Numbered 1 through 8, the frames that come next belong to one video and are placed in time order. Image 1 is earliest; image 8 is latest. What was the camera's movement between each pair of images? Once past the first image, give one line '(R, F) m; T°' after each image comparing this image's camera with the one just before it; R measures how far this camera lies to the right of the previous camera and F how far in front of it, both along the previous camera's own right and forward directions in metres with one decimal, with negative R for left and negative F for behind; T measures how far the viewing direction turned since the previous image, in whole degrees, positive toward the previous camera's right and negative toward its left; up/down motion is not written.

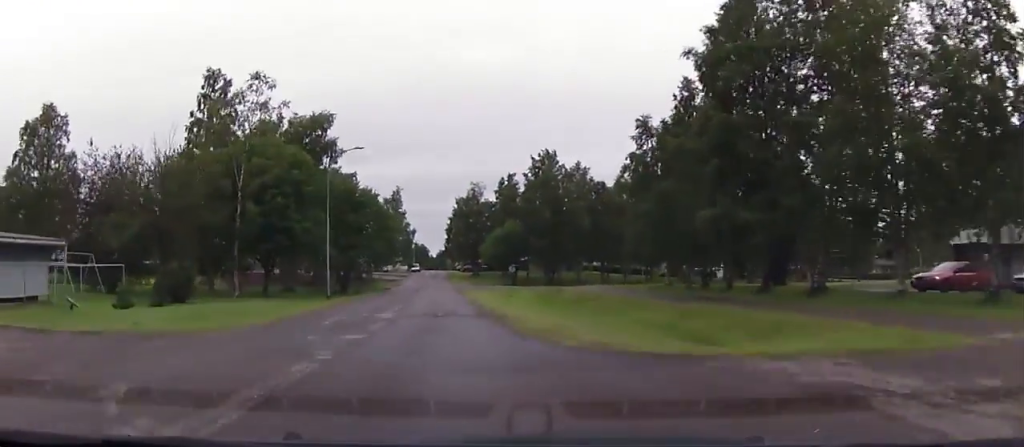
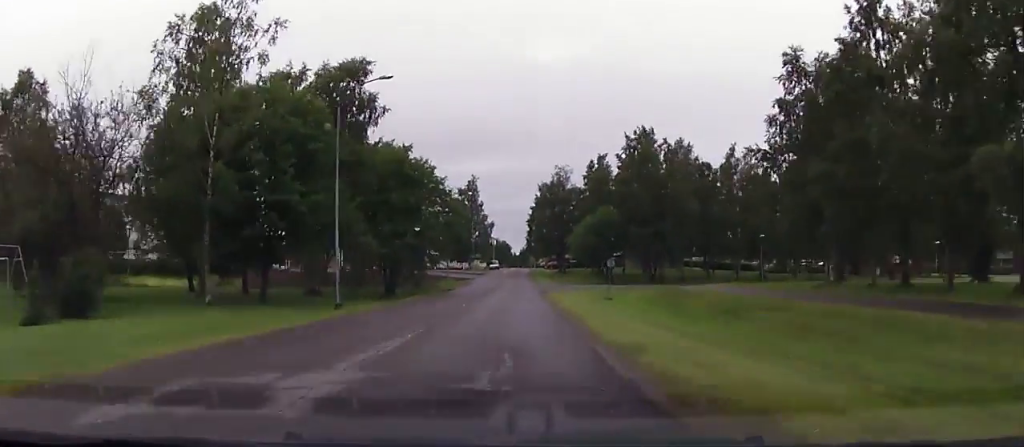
(-1.7, +15.4) m; -13°
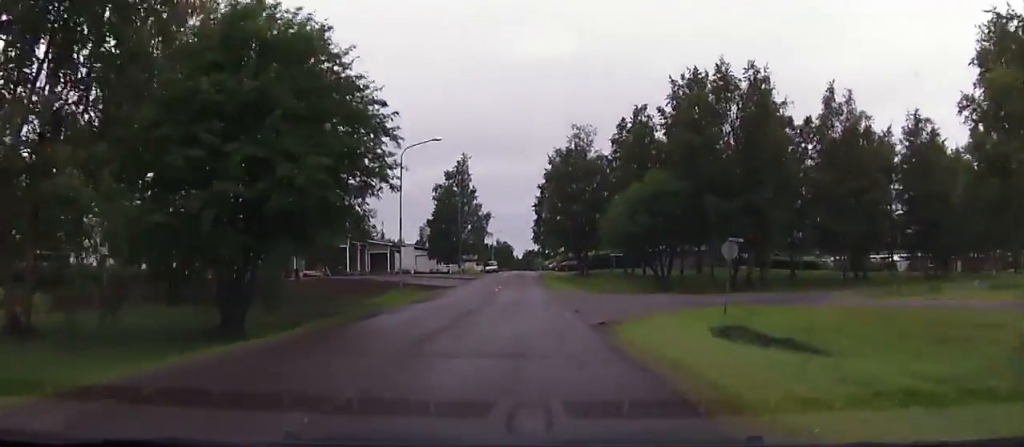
(-3.3, +28.0) m; -5°
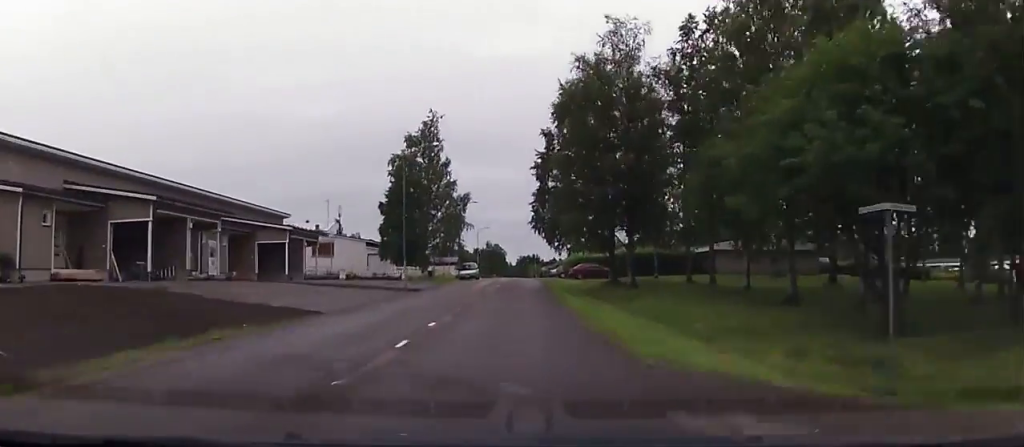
(+0.6, +30.8) m; 0°
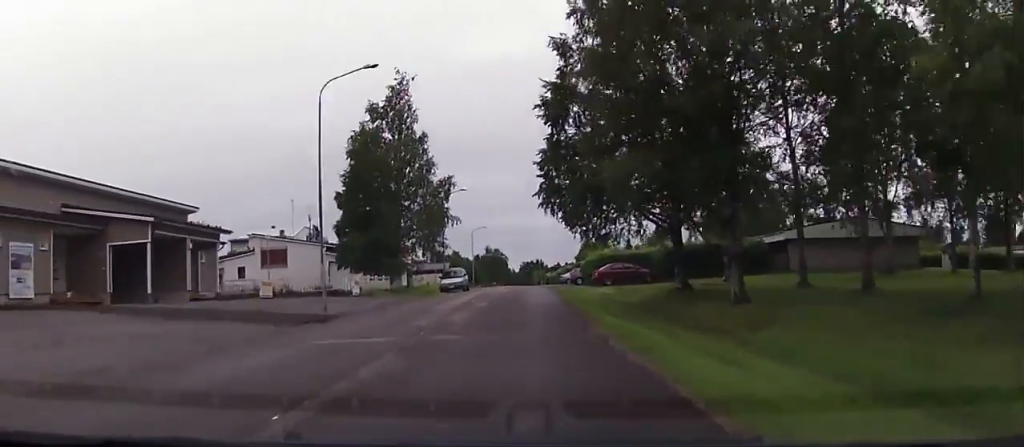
(-0.3, +17.9) m; -1°
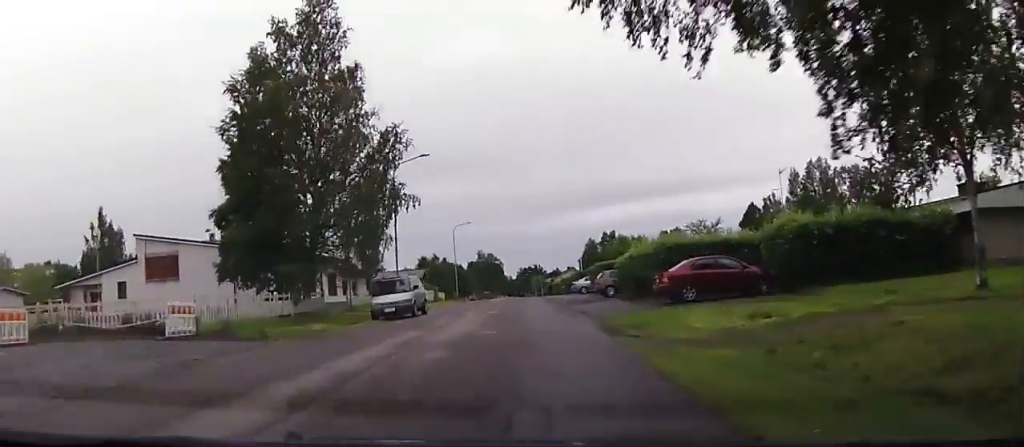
(-0.2, +22.1) m; 0°
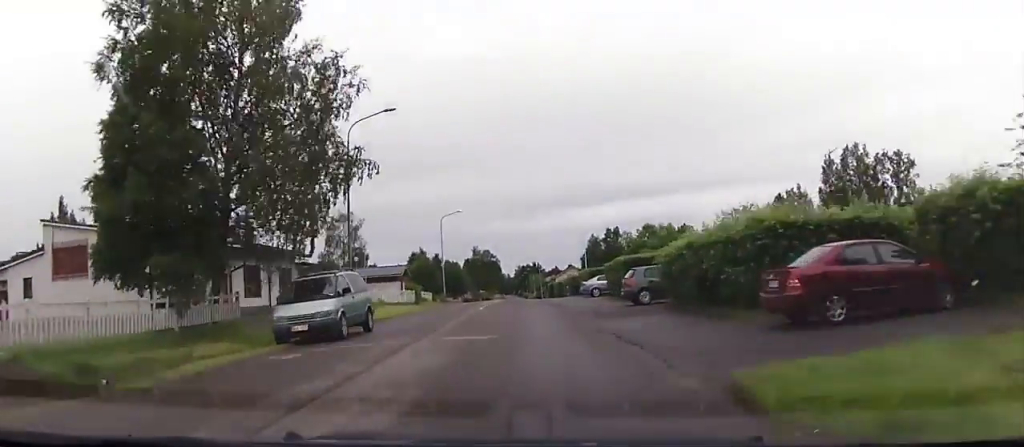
(-0.1, +11.2) m; +1°
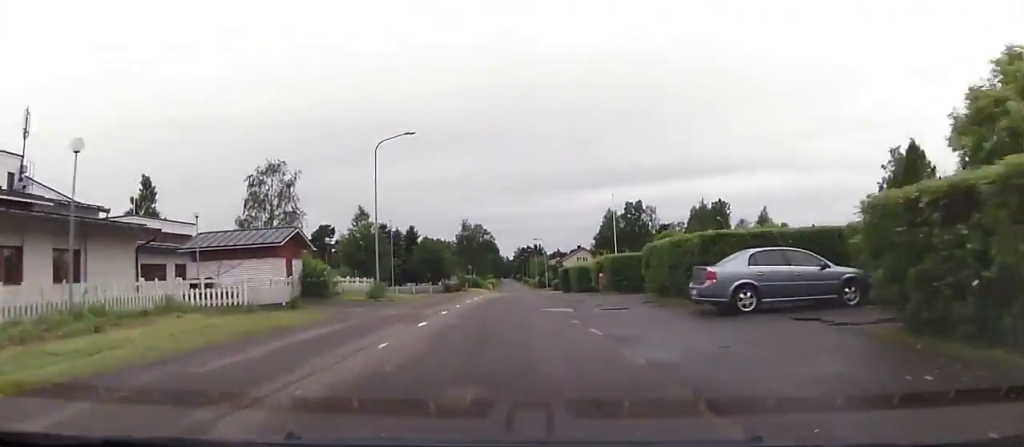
(+0.7, +30.6) m; 0°
